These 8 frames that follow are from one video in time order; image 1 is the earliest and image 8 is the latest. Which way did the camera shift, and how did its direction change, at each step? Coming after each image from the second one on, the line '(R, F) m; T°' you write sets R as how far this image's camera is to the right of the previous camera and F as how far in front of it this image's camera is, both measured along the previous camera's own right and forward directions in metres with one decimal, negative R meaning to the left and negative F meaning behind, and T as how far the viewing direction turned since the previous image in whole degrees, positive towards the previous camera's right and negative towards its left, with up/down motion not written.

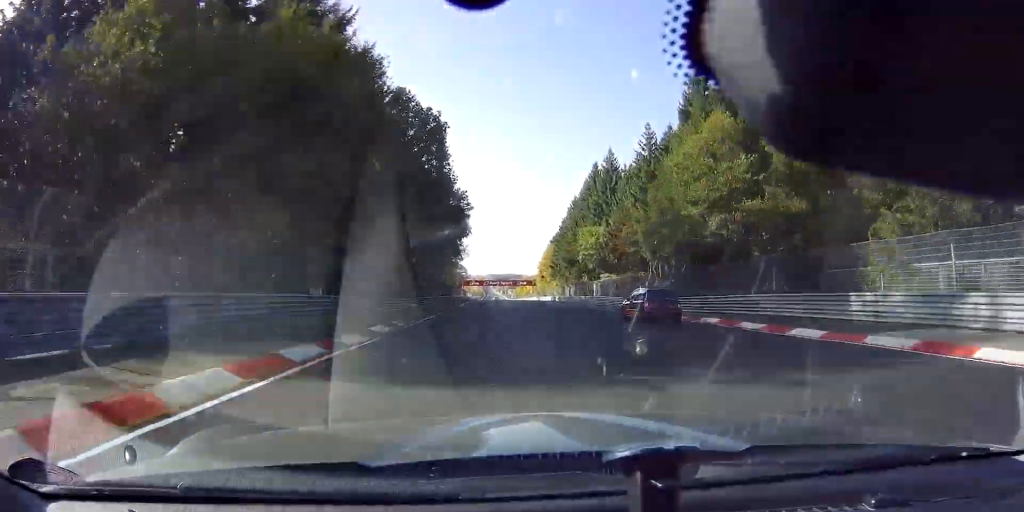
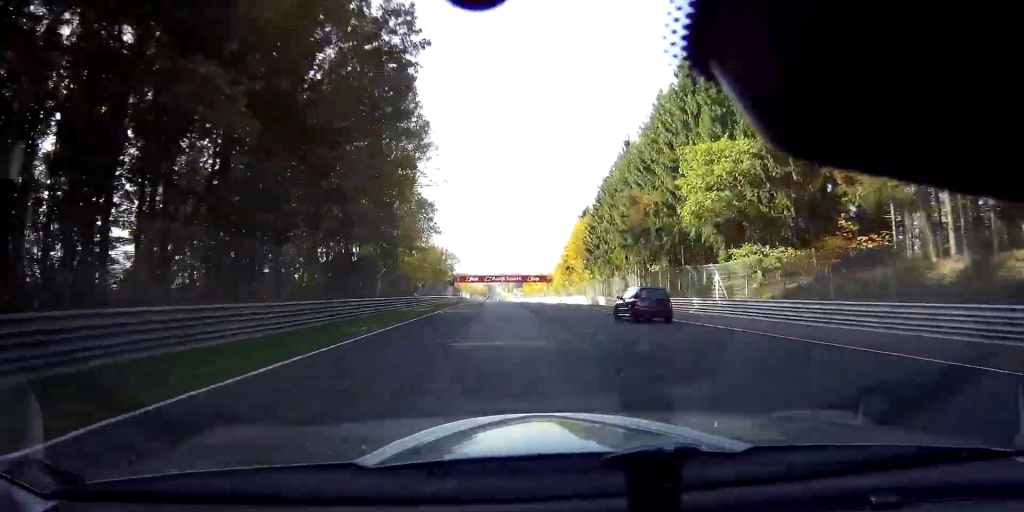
(-0.5, +41.6) m; -1°
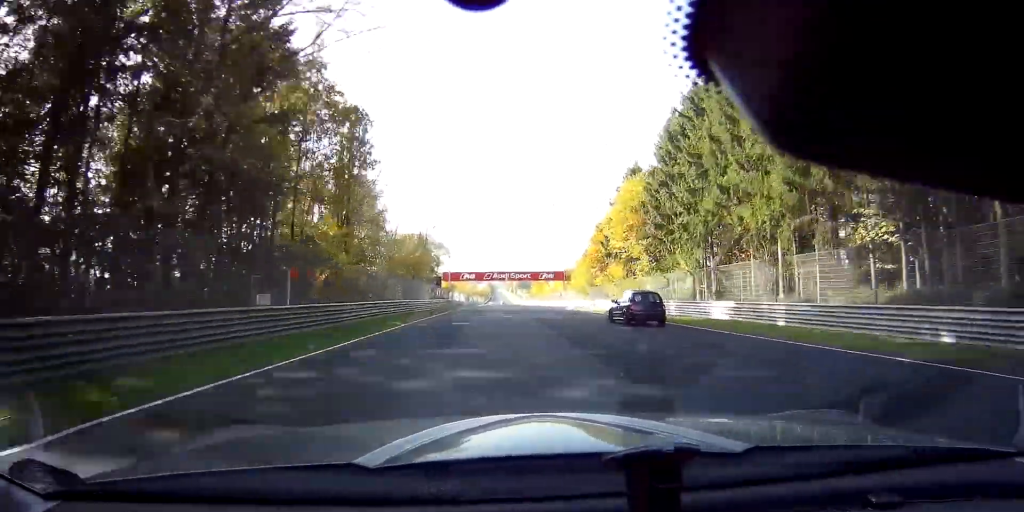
(0.0, +32.5) m; 0°
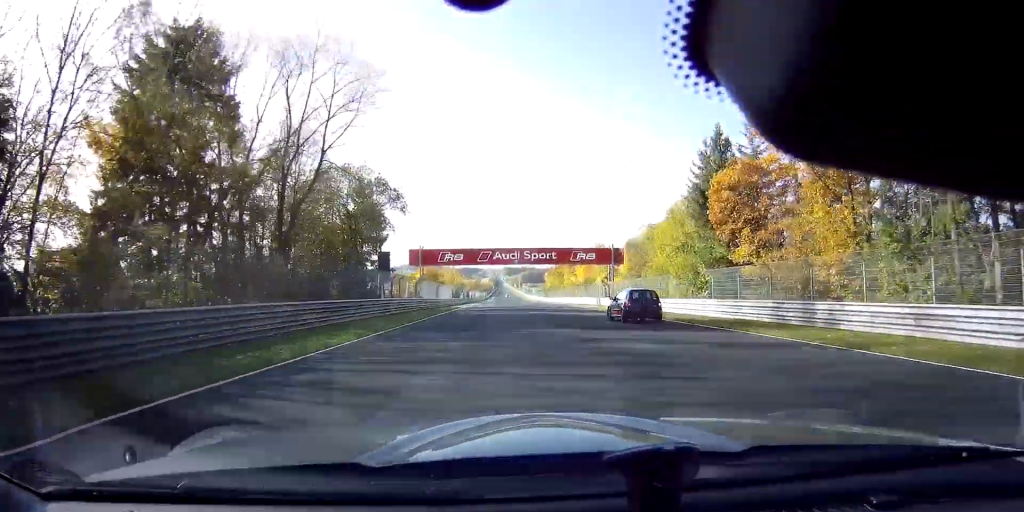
(0.0, +46.3) m; 0°
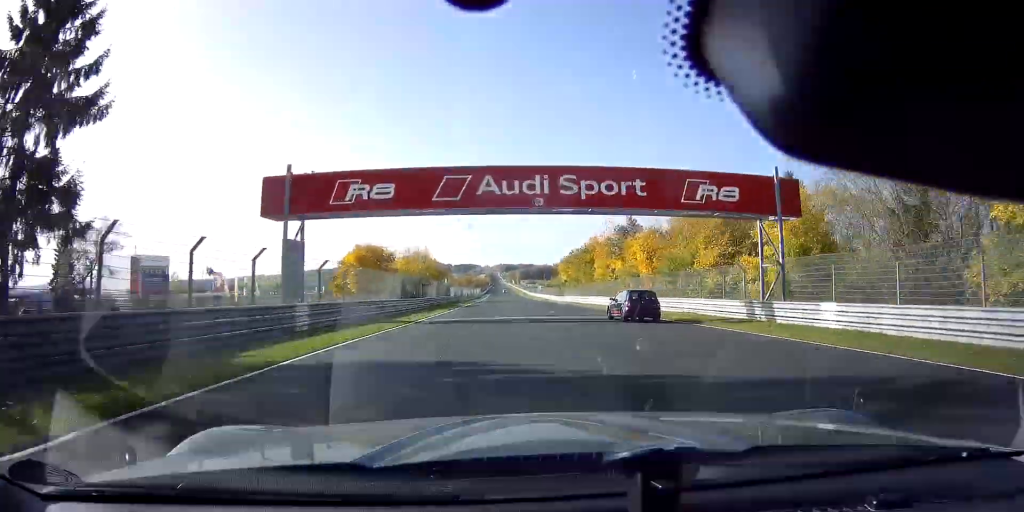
(+0.1, +43.1) m; 0°
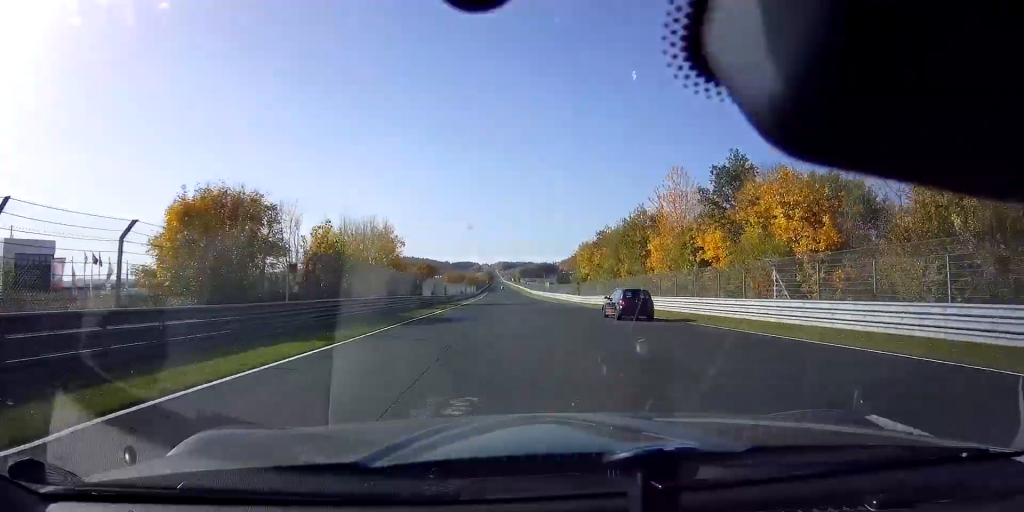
(+0.1, +30.3) m; 0°
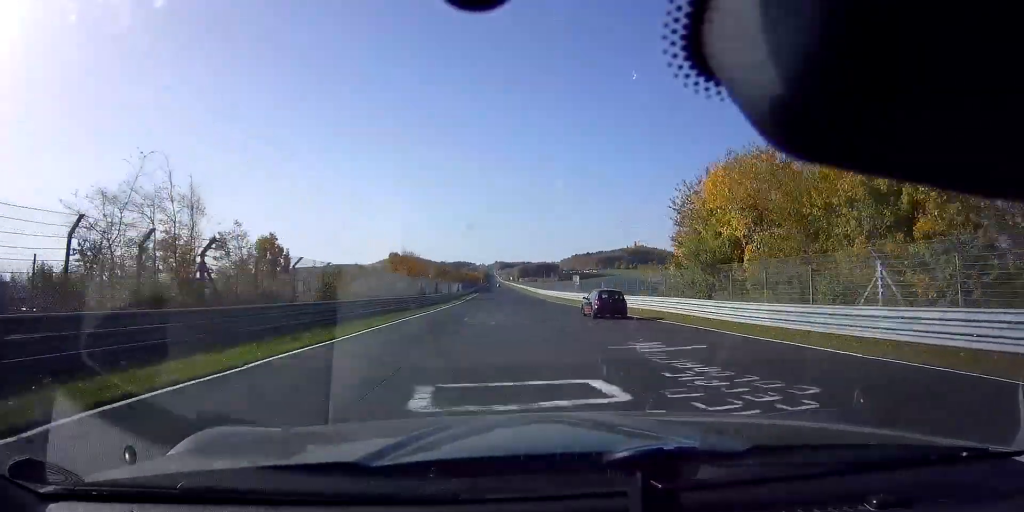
(-0.1, +56.8) m; 0°
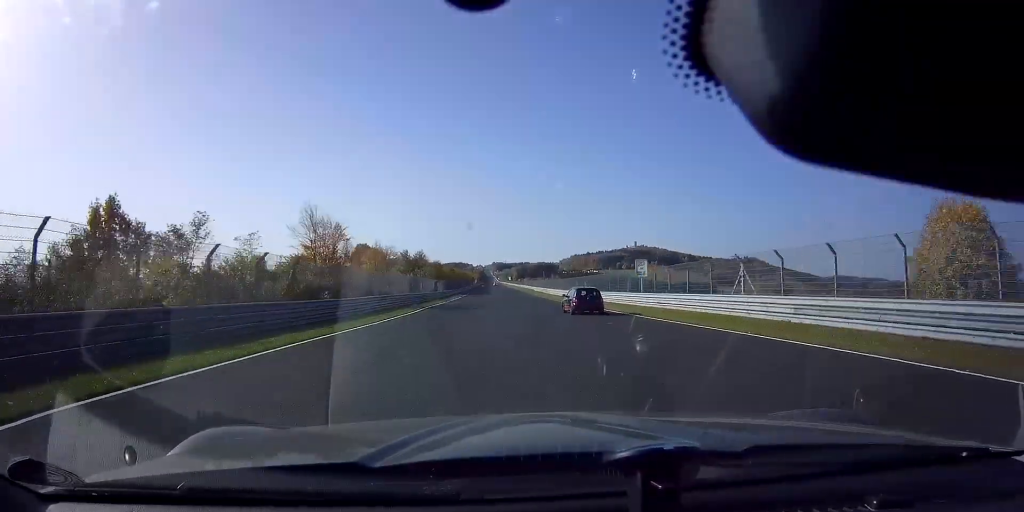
(+0.1, +39.1) m; 0°
